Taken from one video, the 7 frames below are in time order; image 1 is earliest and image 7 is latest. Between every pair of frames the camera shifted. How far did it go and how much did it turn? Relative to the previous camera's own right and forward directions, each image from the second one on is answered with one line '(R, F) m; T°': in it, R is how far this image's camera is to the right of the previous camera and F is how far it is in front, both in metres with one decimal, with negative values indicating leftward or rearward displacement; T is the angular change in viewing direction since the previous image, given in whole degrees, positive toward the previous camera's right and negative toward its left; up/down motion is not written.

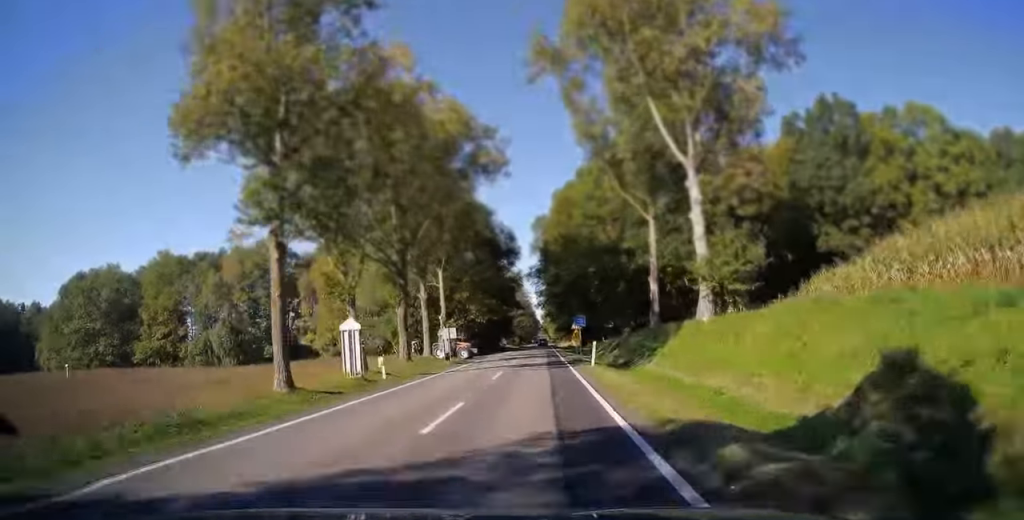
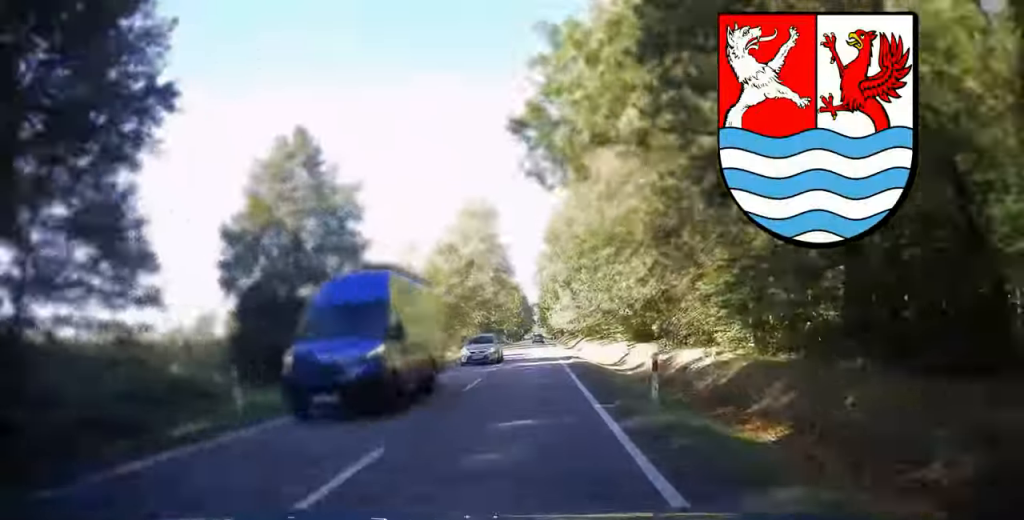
(+1.0, +113.5) m; +1°
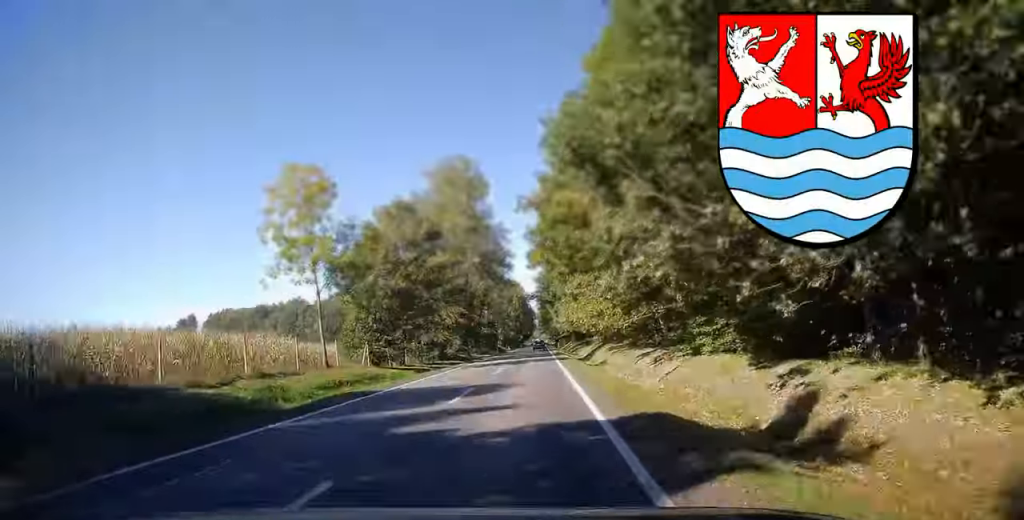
(0.0, +25.5) m; 0°
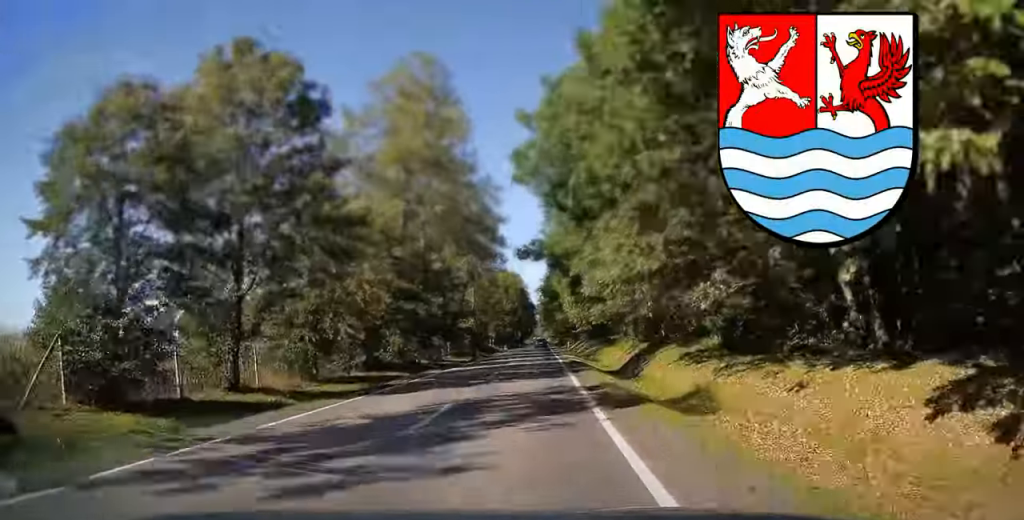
(0.0, +28.2) m; 0°
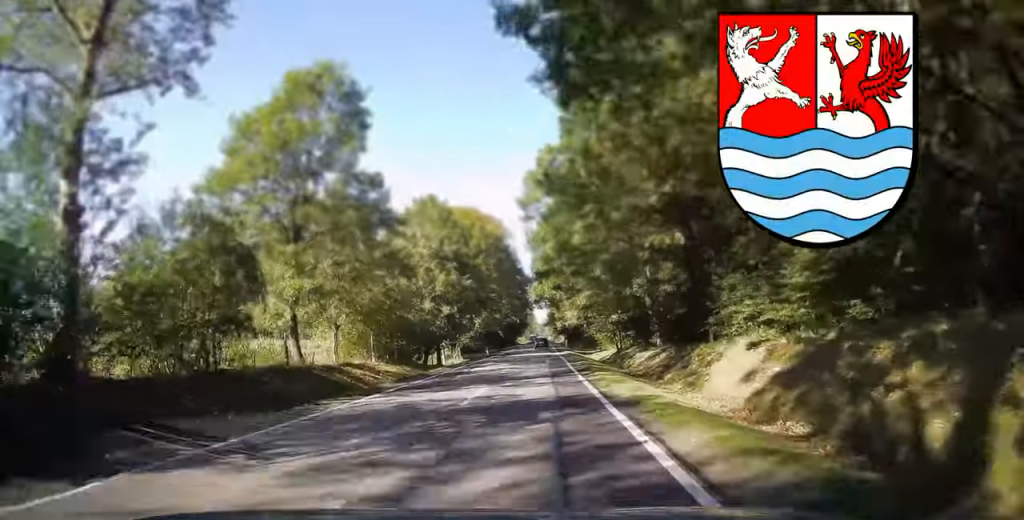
(-0.1, +92.0) m; 0°
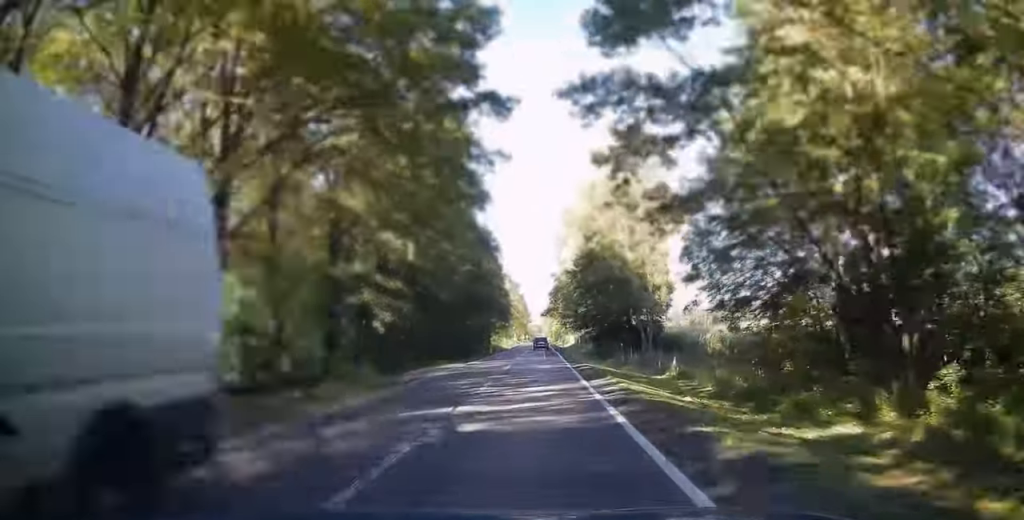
(-0.1, +92.0) m; 0°
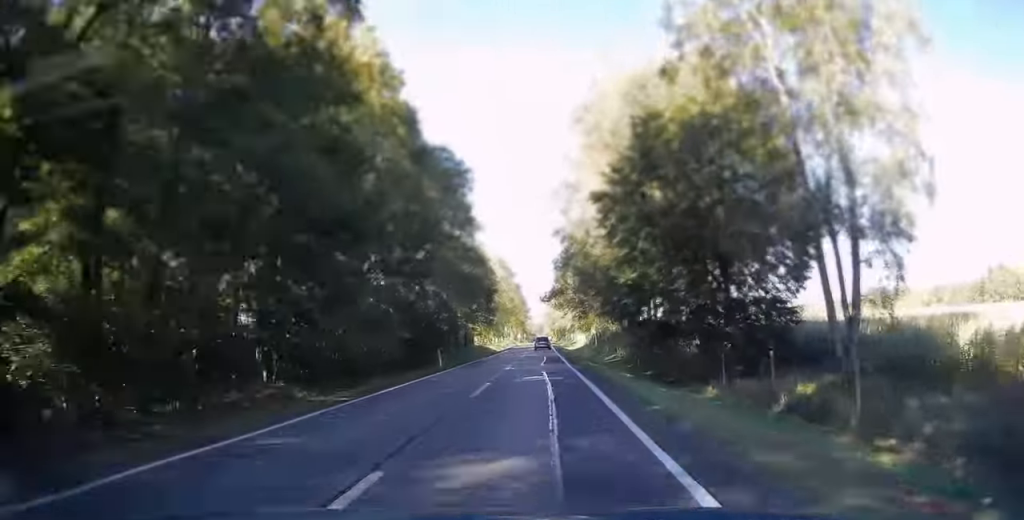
(+0.1, +37.6) m; 0°
